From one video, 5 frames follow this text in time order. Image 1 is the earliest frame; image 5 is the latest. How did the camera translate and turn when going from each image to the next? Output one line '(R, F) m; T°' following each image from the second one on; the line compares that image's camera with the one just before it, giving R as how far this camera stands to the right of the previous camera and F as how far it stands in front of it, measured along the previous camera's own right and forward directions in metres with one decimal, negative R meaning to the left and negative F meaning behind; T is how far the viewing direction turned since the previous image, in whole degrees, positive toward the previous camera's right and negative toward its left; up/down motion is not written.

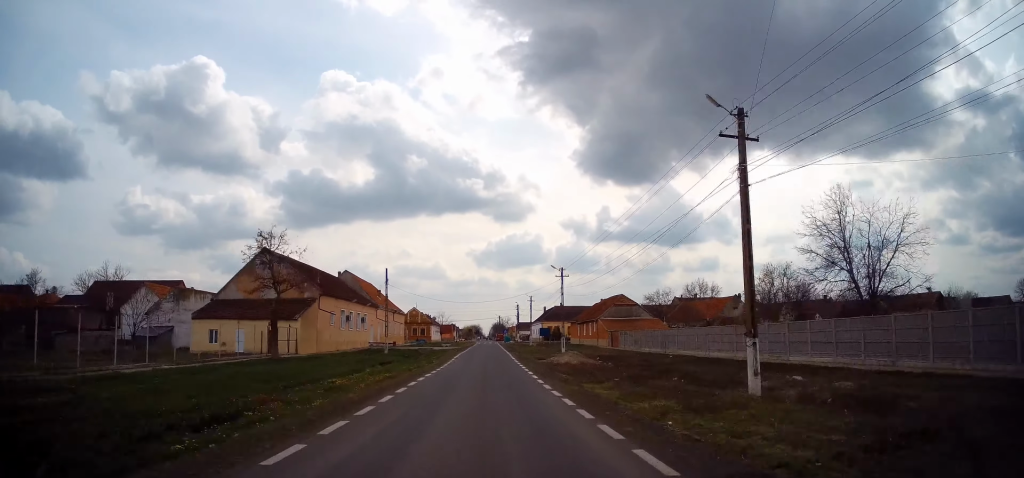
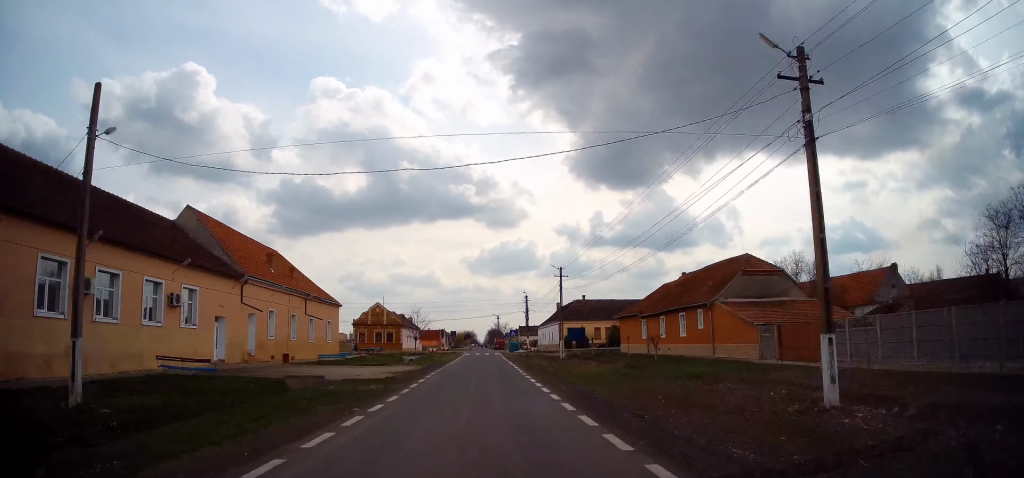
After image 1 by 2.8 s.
(-0.2, +41.0) m; 0°
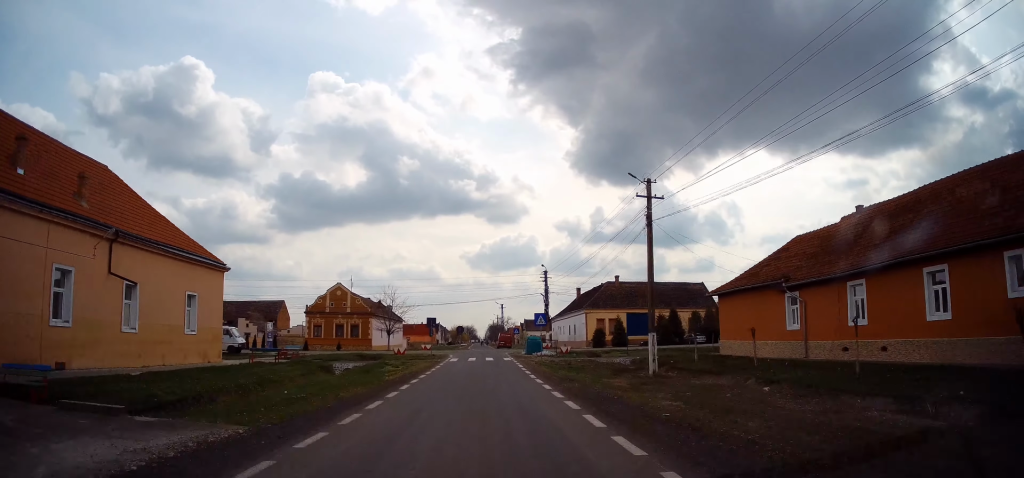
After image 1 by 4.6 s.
(0.0, +26.2) m; 0°
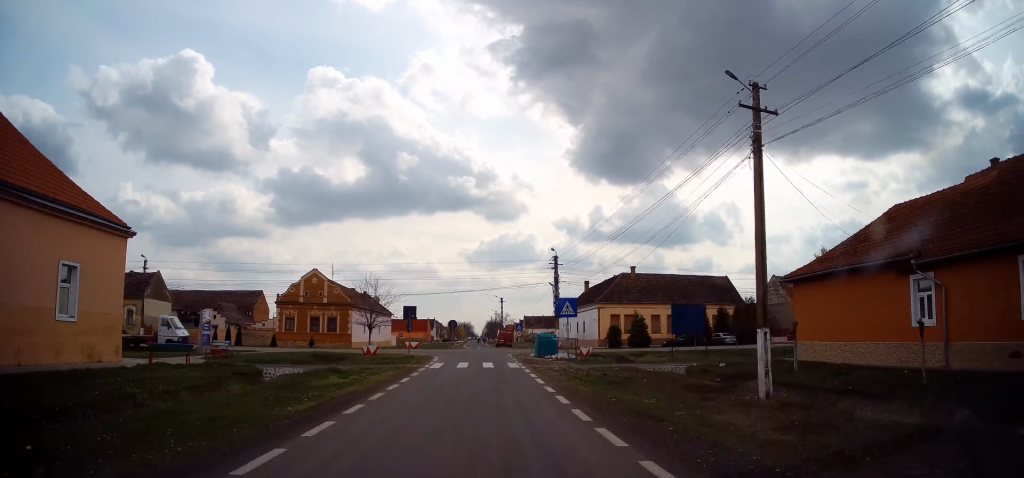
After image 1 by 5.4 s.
(+0.3, +9.2) m; 0°
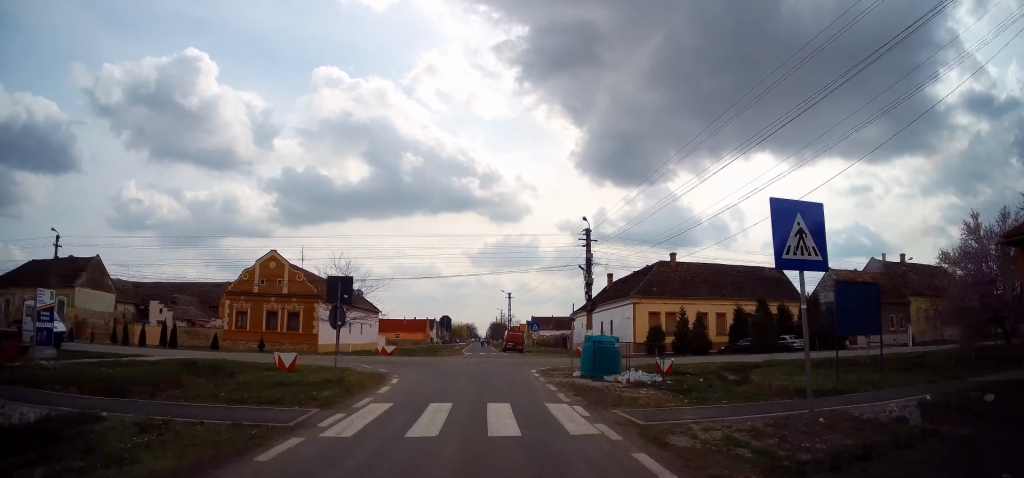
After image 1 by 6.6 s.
(-0.2, +14.0) m; -2°
